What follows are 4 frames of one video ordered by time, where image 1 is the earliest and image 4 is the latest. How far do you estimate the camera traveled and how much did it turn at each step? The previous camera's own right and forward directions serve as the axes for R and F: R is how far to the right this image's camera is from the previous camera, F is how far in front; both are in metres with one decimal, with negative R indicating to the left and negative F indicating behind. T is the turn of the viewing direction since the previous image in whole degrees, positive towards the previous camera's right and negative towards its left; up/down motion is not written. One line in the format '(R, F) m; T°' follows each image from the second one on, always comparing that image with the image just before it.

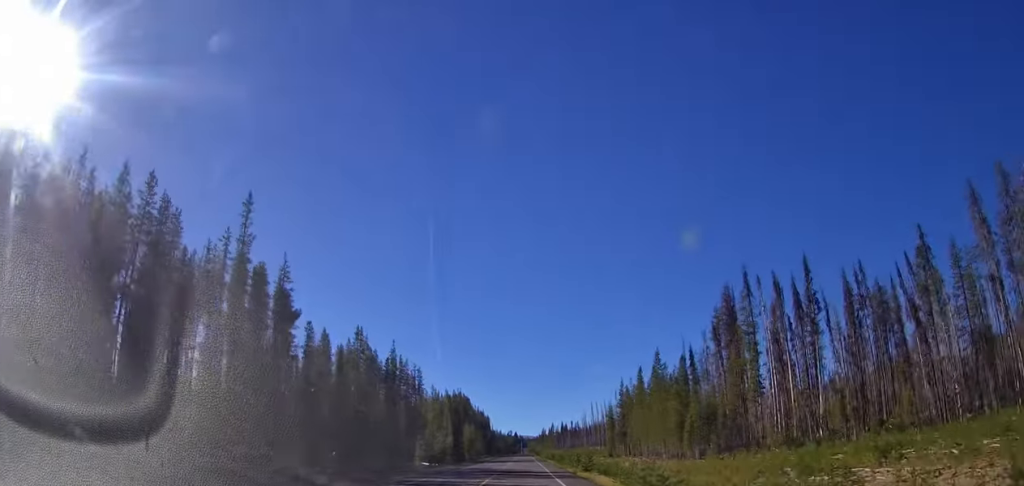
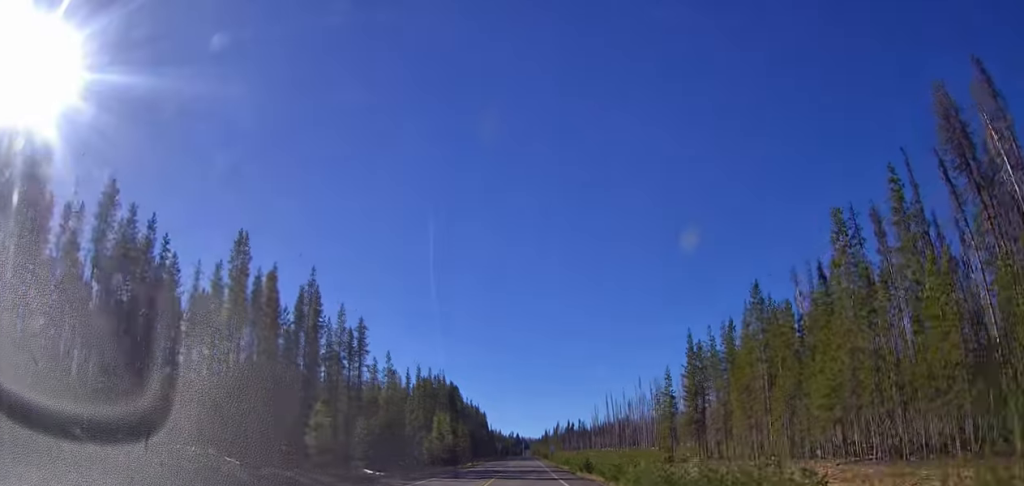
(-0.7, +44.8) m; 0°
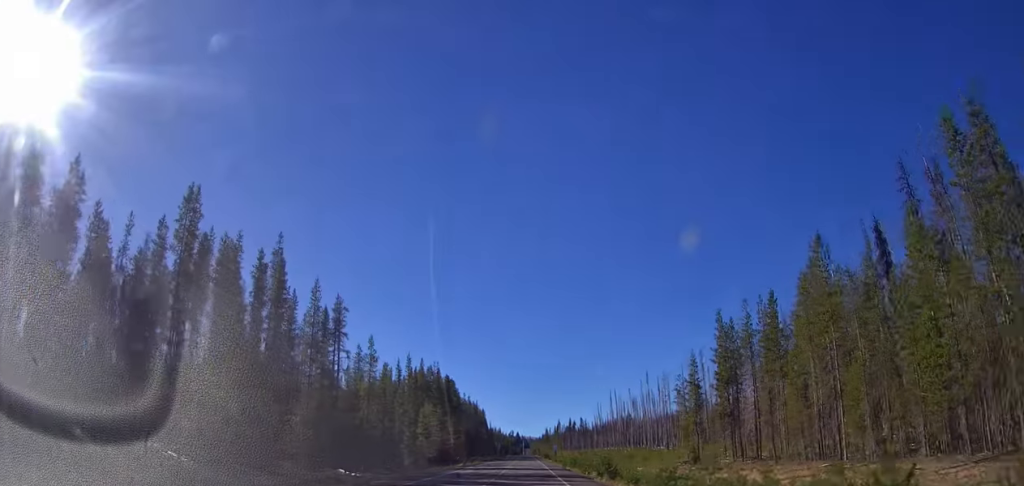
(+0.4, +10.1) m; +1°
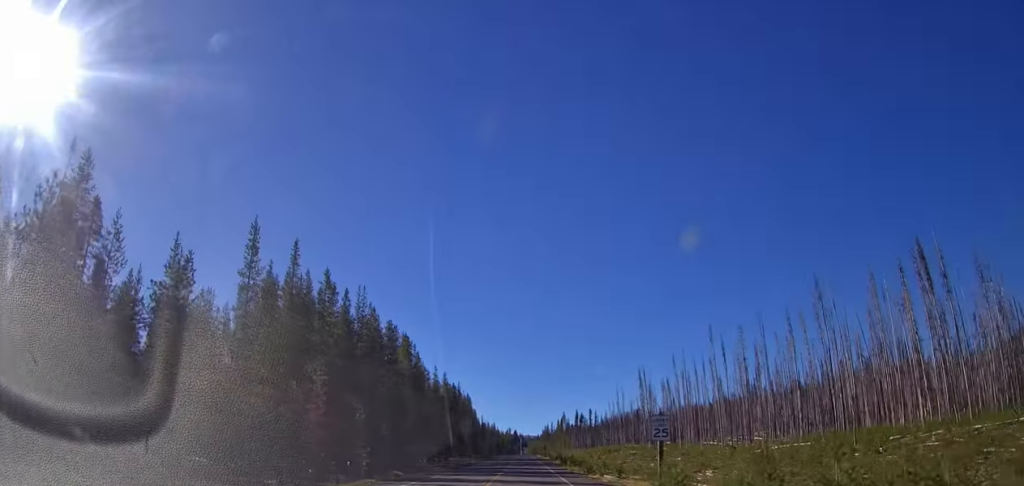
(-1.2, +61.7) m; -2°
